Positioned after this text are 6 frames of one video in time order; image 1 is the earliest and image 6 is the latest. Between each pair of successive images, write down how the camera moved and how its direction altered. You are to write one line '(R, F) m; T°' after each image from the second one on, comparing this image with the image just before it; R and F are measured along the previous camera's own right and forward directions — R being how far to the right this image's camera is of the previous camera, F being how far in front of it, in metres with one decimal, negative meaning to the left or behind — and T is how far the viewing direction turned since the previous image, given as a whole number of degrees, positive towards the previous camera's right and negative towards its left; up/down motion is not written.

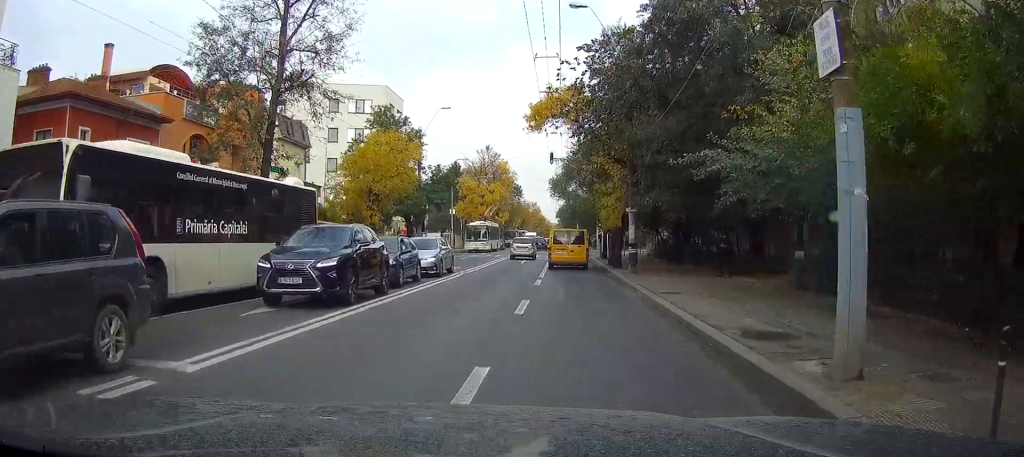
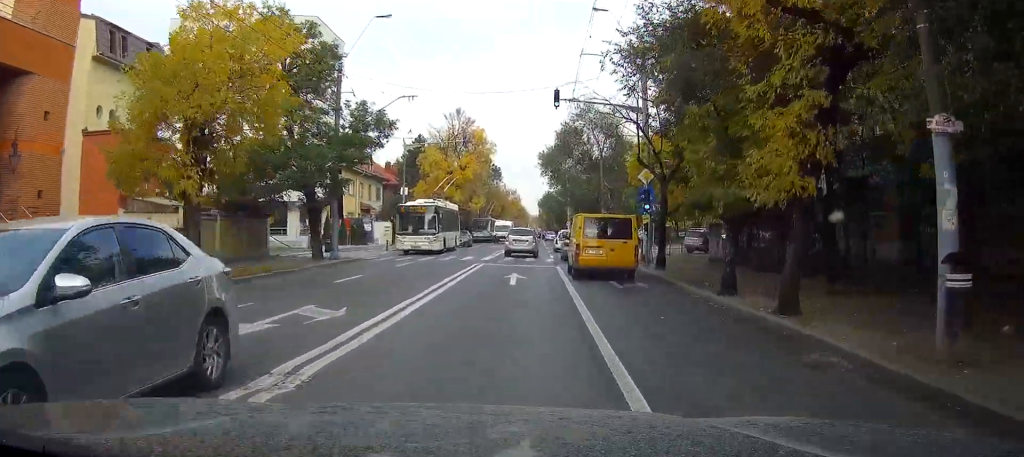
(-1.4, +22.0) m; -5°
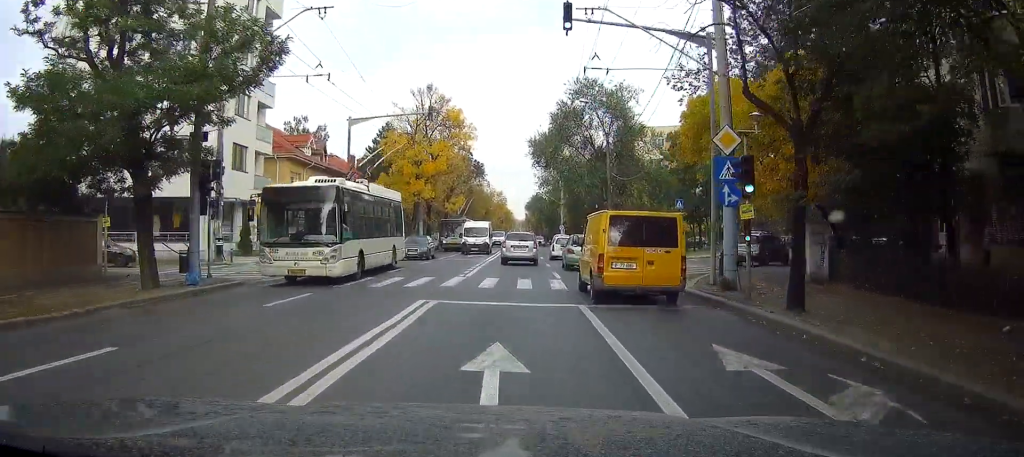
(0.0, +14.0) m; 0°
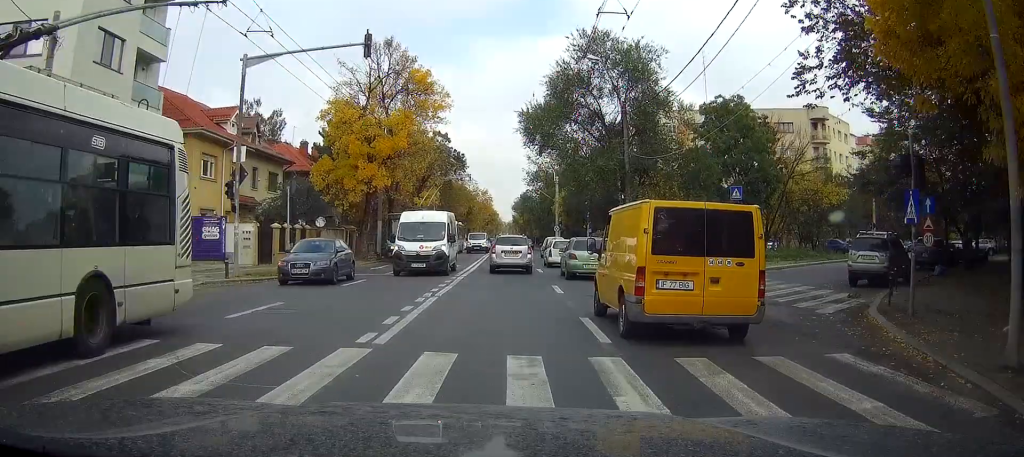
(+0.1, +14.2) m; 0°
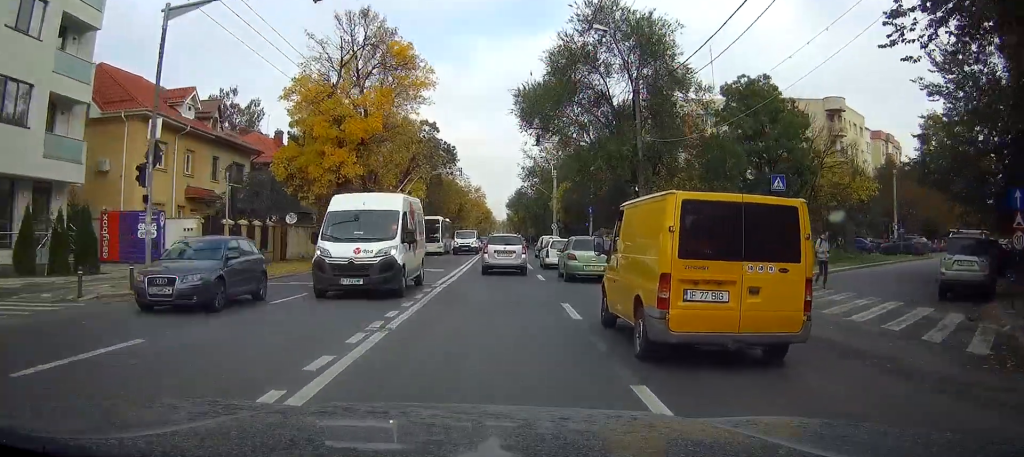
(0.0, +5.9) m; 0°
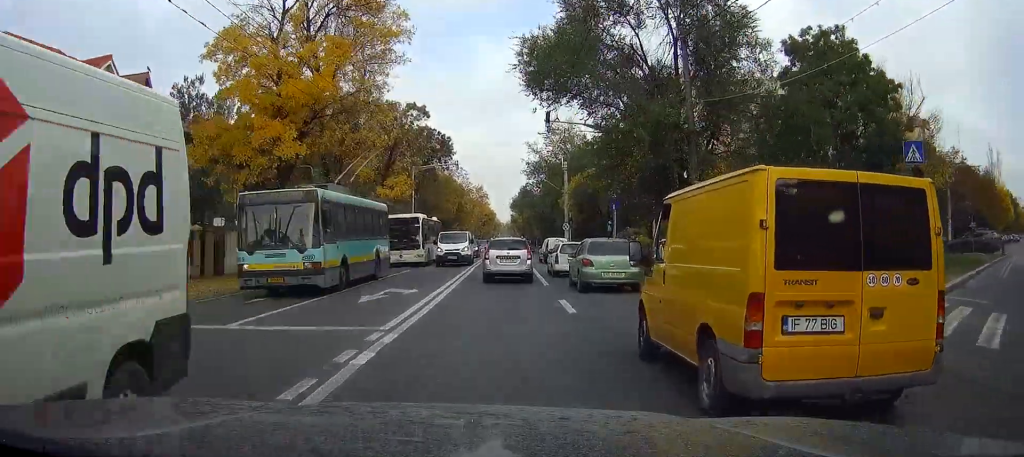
(0.0, +9.7) m; +1°
